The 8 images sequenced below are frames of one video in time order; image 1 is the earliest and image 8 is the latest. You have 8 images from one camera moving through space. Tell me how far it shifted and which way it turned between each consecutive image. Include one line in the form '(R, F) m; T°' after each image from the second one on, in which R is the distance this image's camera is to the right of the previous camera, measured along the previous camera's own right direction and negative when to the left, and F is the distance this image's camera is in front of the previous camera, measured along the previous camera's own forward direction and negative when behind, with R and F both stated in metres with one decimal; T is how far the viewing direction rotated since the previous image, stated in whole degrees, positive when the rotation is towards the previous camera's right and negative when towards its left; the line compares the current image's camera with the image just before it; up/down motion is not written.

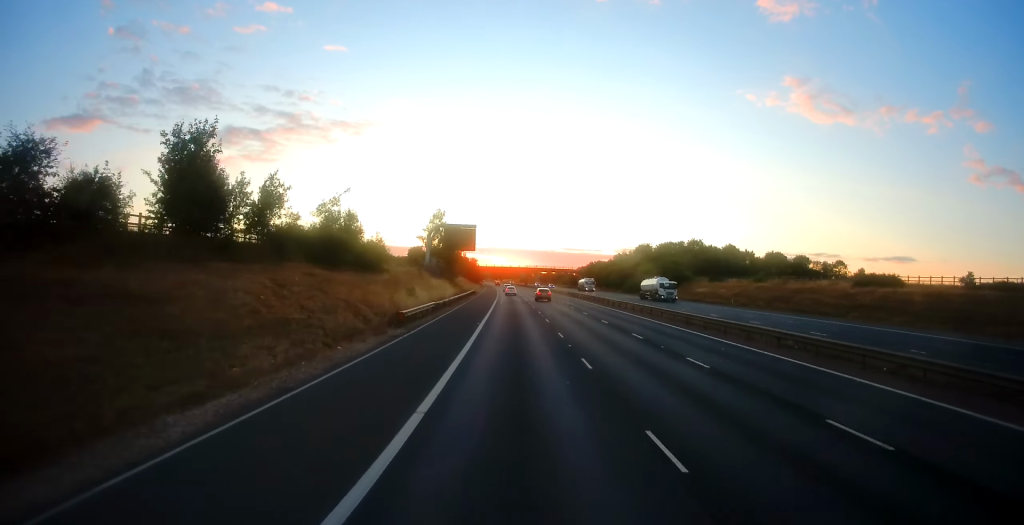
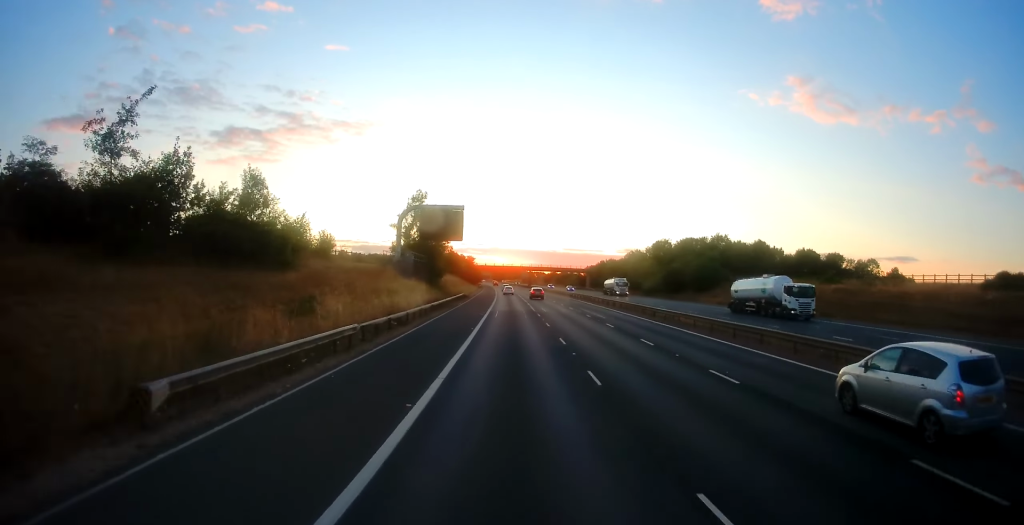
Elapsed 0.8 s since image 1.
(0.0, +20.6) m; 0°
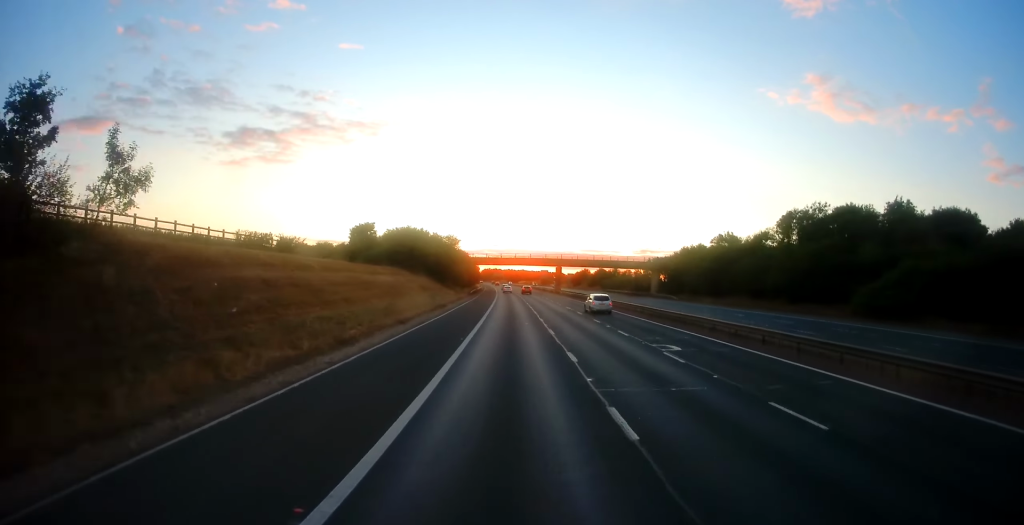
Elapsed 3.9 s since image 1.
(+0.1, +76.7) m; 0°
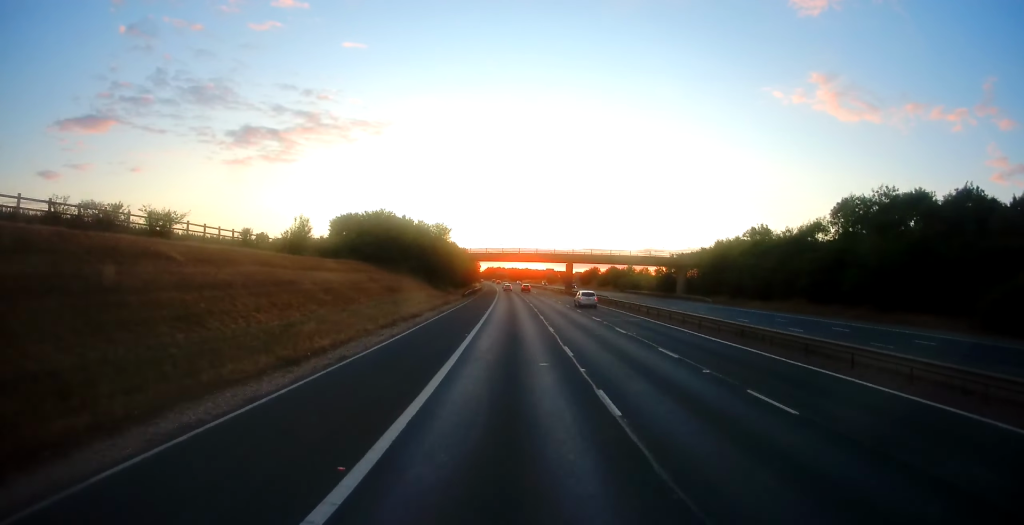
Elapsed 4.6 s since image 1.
(-0.1, +16.6) m; -1°
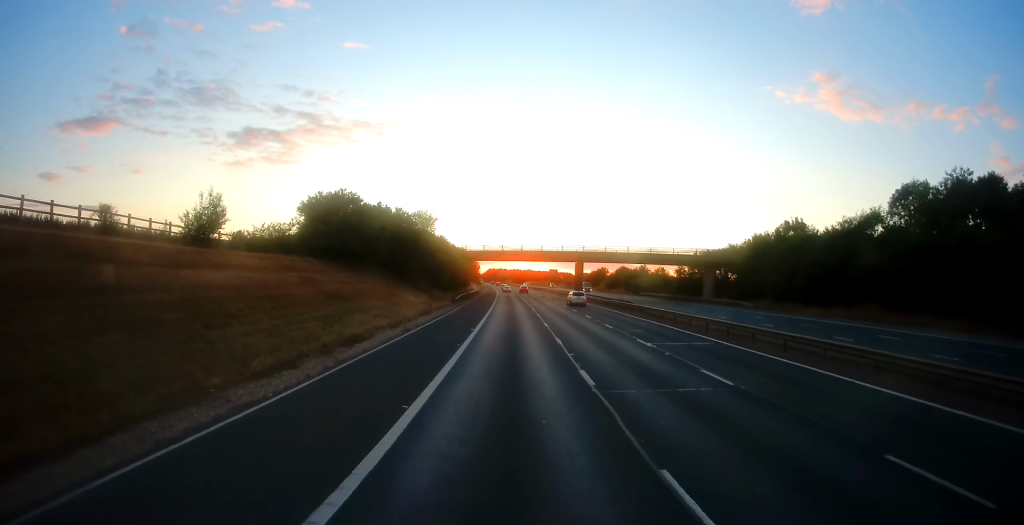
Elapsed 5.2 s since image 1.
(-0.1, +14.0) m; 0°
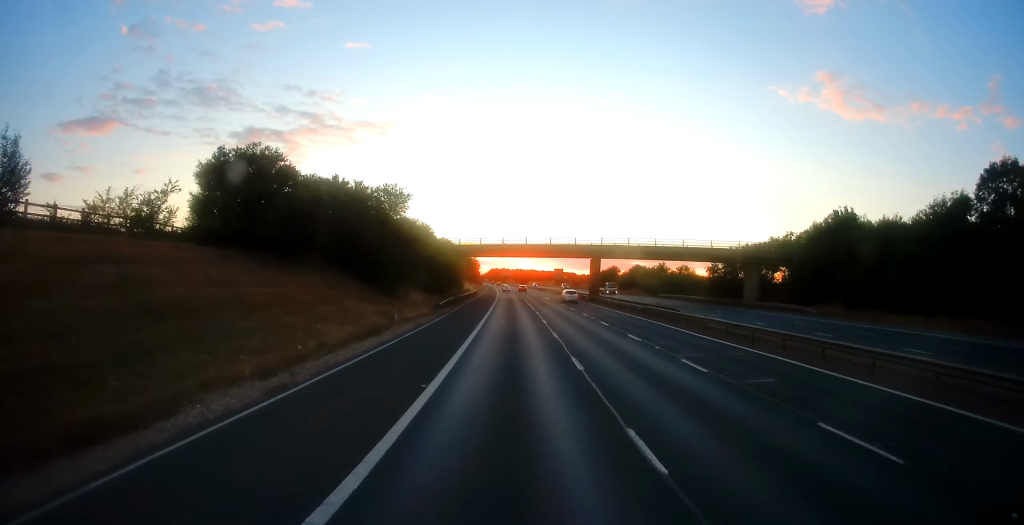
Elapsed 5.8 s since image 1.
(-0.3, +15.7) m; 0°
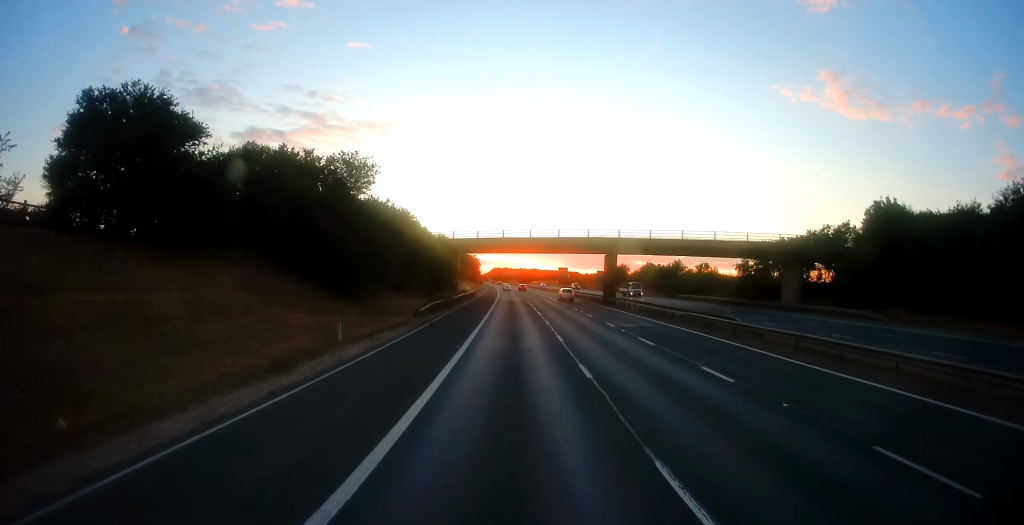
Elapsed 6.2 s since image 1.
(+0.2, +10.8) m; 0°
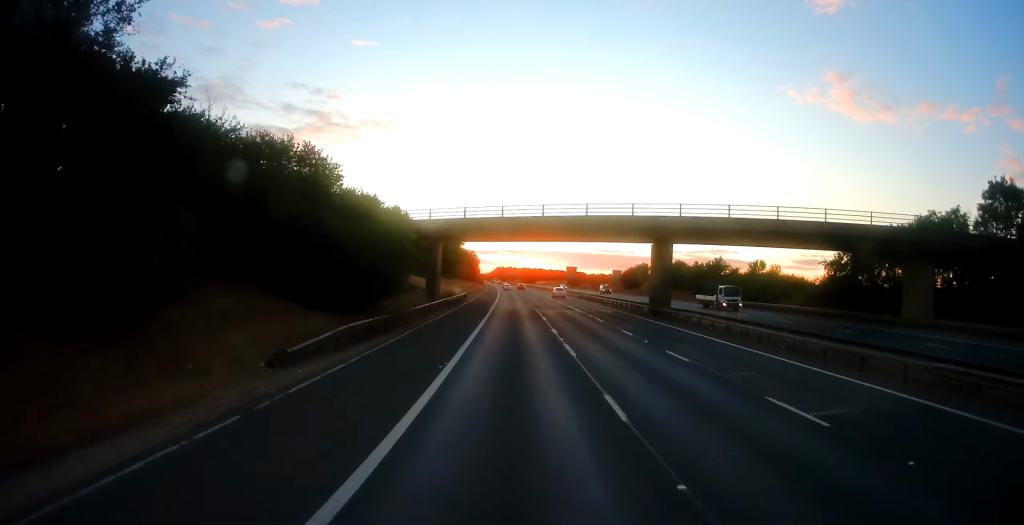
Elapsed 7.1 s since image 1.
(+0.2, +22.3) m; 0°
